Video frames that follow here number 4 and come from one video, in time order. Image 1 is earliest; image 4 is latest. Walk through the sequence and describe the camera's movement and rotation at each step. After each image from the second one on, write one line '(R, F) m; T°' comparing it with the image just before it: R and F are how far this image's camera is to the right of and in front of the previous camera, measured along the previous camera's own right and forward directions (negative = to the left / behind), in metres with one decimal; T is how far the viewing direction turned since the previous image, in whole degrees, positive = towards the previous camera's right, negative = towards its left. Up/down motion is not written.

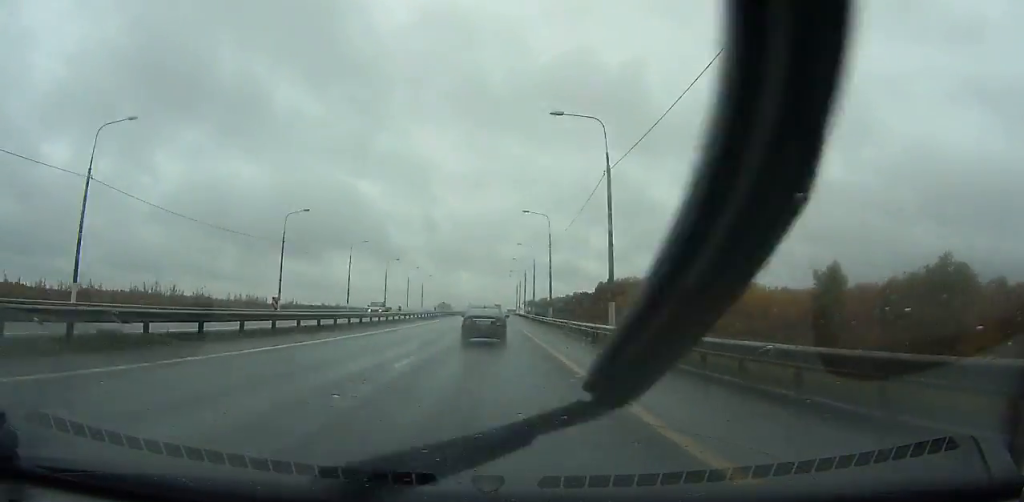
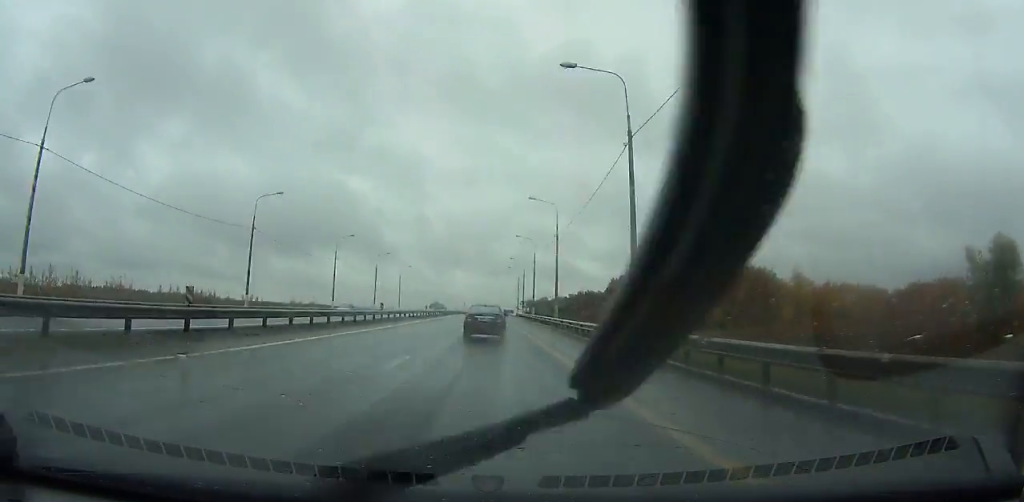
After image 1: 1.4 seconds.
(0.0, +39.0) m; 0°
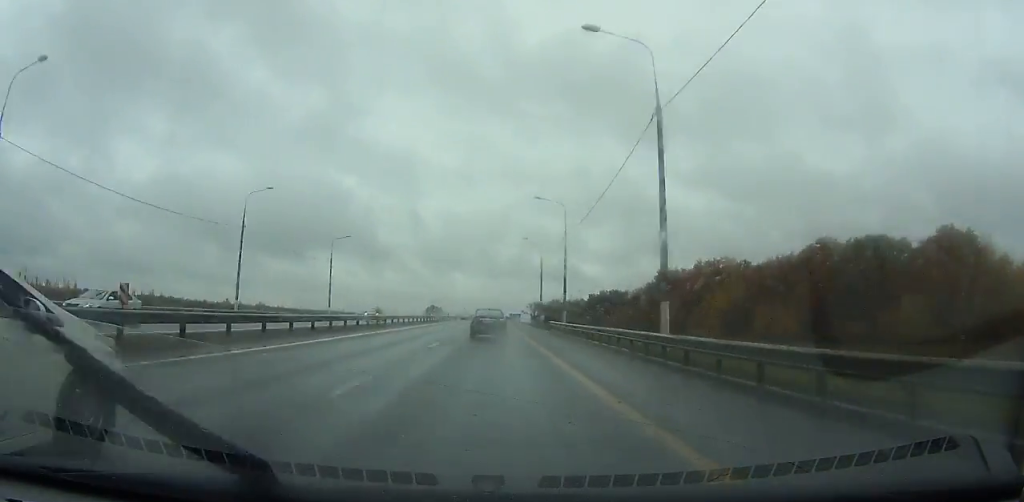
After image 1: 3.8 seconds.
(-0.4, +66.2) m; 0°
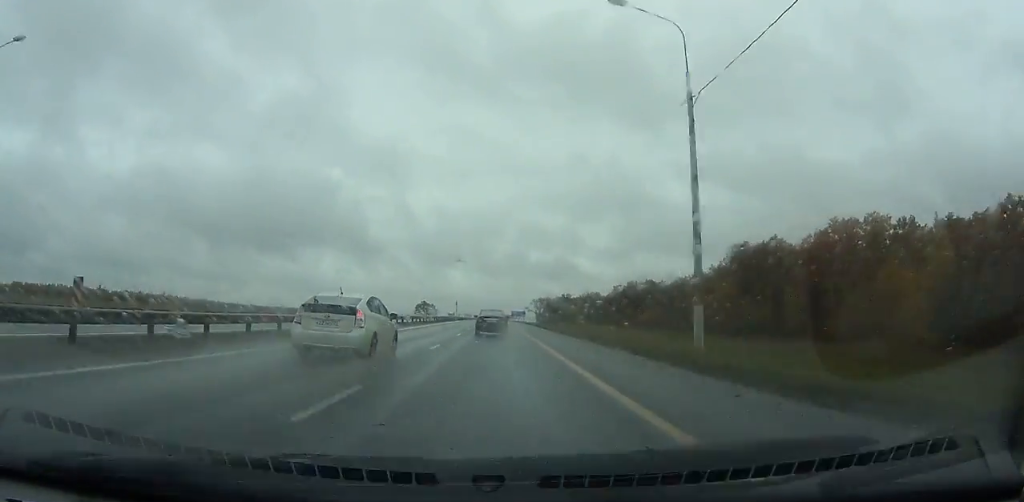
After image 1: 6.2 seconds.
(+0.1, +65.6) m; 0°
